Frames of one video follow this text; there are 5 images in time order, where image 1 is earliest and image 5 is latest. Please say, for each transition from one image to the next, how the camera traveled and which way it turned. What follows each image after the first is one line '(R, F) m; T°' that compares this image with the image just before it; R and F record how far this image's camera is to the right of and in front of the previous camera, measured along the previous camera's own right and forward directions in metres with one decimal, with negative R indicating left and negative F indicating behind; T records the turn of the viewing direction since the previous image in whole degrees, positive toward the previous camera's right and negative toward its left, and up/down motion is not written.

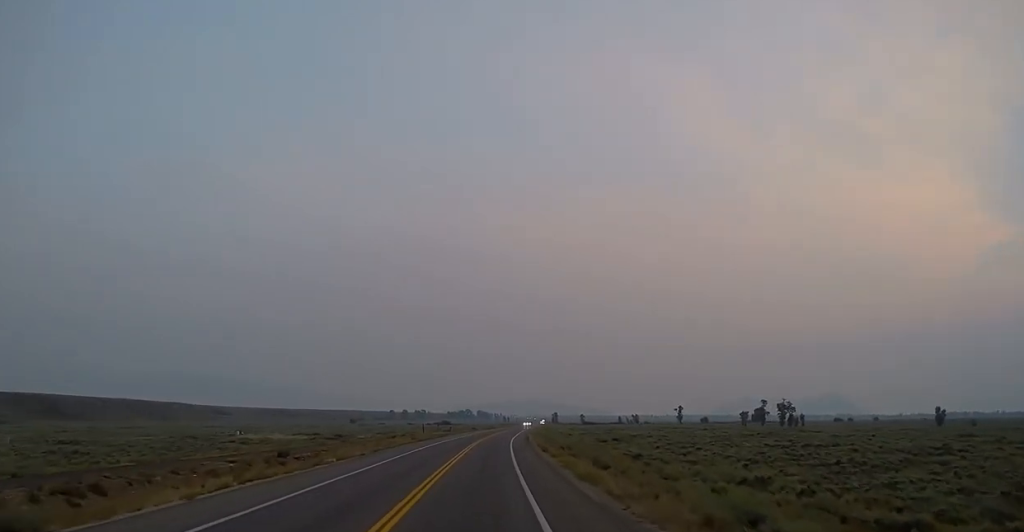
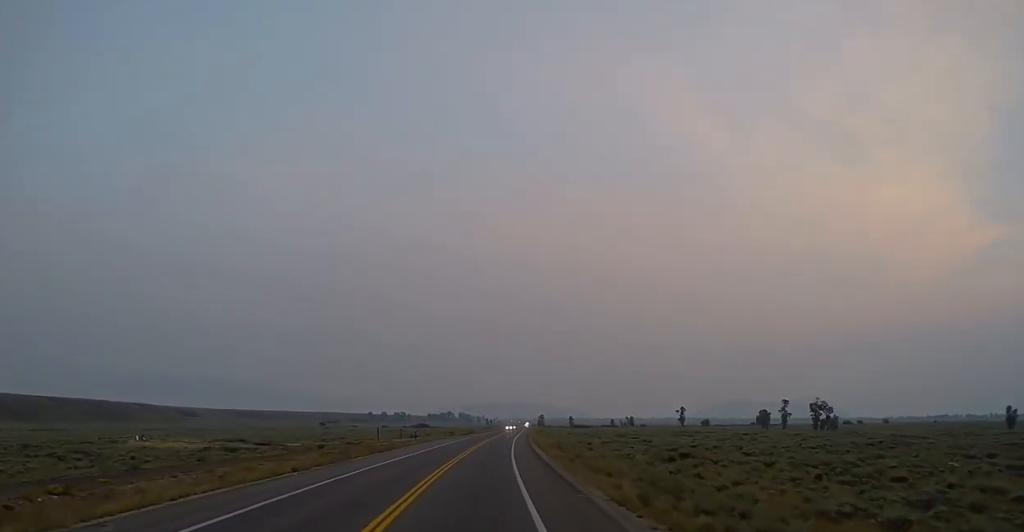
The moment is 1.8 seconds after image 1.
(+0.4, +42.9) m; +1°
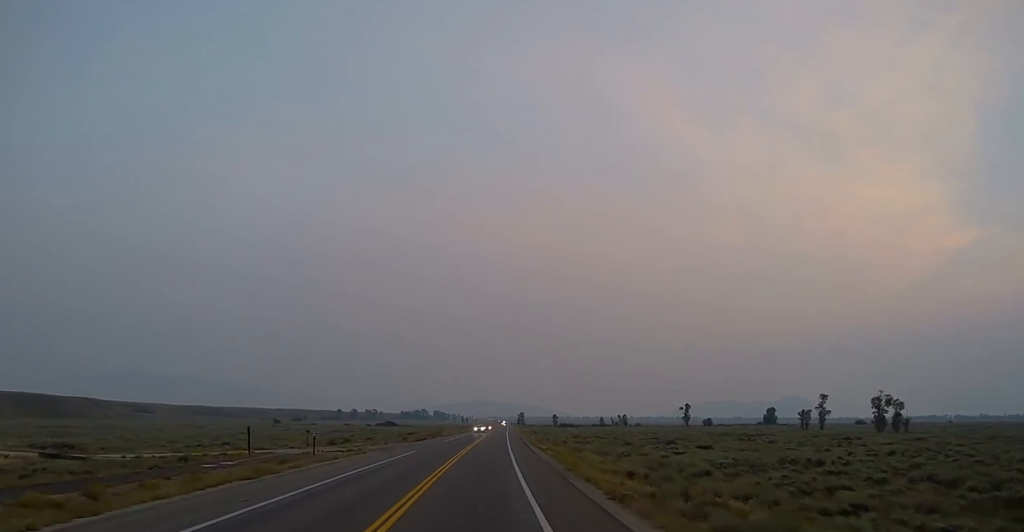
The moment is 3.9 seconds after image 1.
(+0.6, +50.5) m; +1°
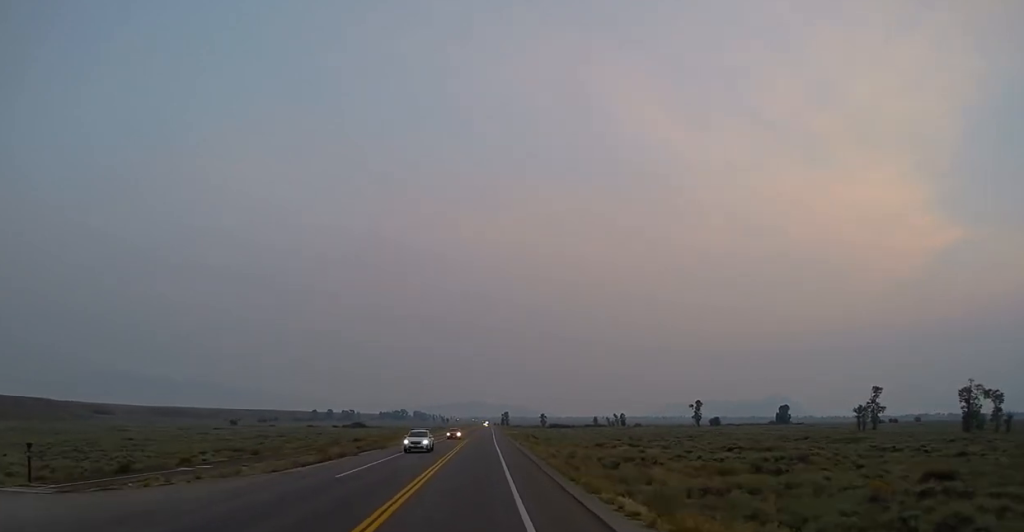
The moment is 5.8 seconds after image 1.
(+0.4, +46.2) m; +1°
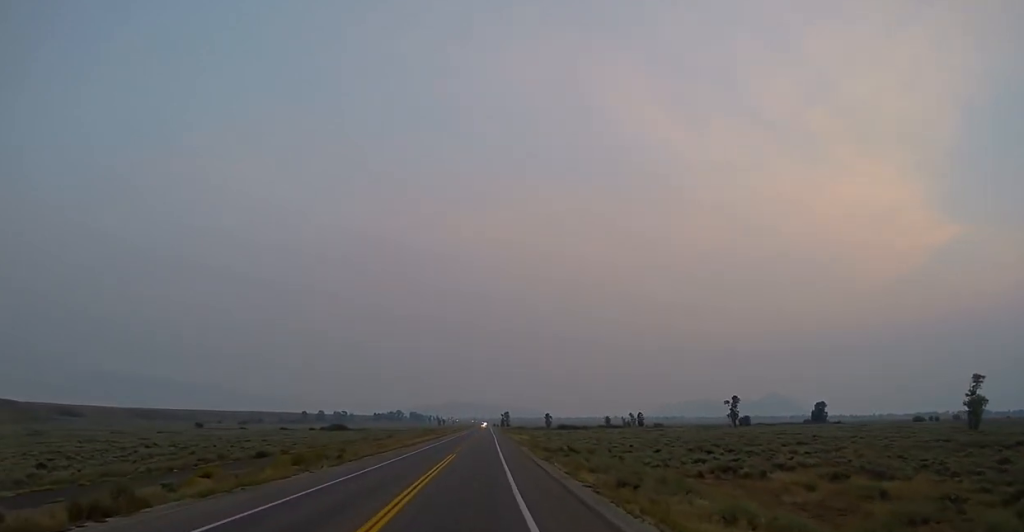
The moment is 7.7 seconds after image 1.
(+0.7, +44.6) m; +1°
